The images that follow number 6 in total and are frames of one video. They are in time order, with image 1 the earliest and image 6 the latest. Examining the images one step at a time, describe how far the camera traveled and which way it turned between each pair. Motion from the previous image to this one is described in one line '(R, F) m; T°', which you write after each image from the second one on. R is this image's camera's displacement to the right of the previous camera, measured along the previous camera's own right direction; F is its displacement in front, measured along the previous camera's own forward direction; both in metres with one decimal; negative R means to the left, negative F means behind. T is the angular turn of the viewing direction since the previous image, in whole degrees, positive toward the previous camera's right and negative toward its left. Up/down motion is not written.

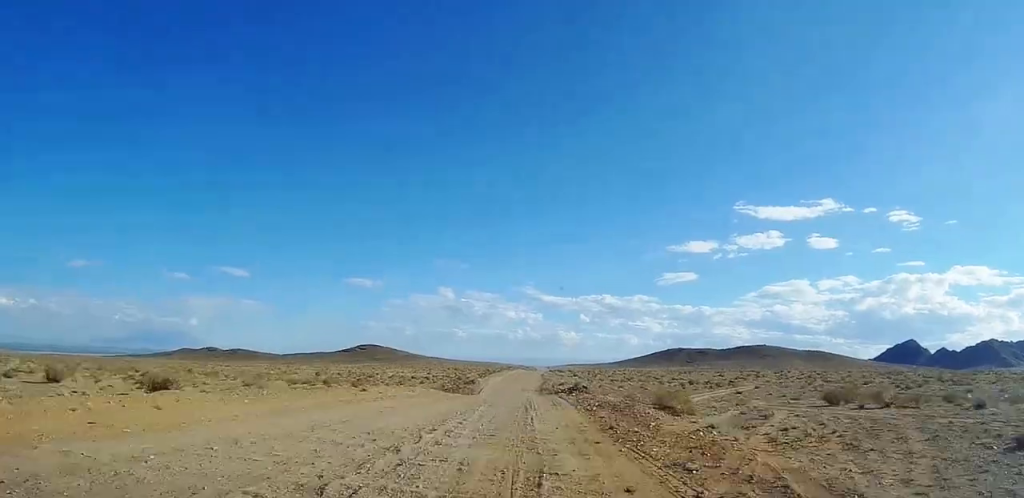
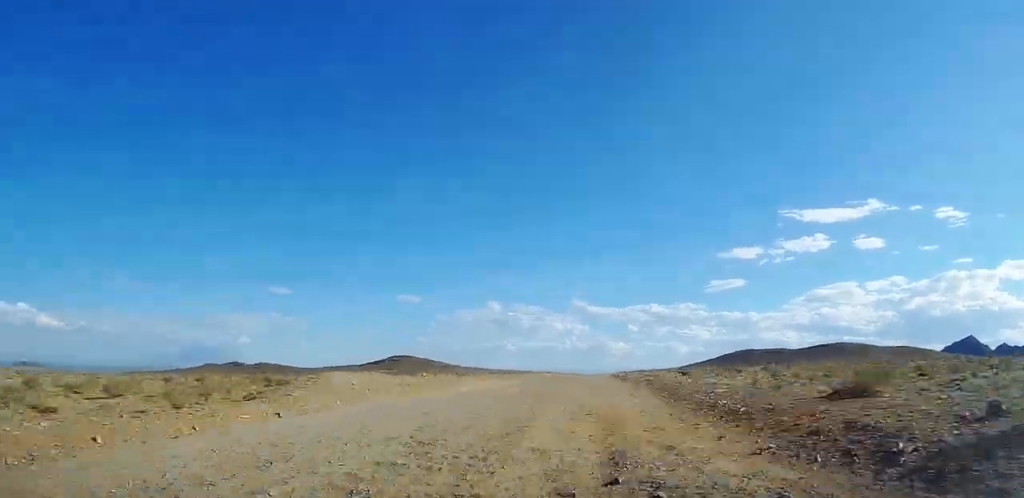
(-1.0, +71.3) m; 0°
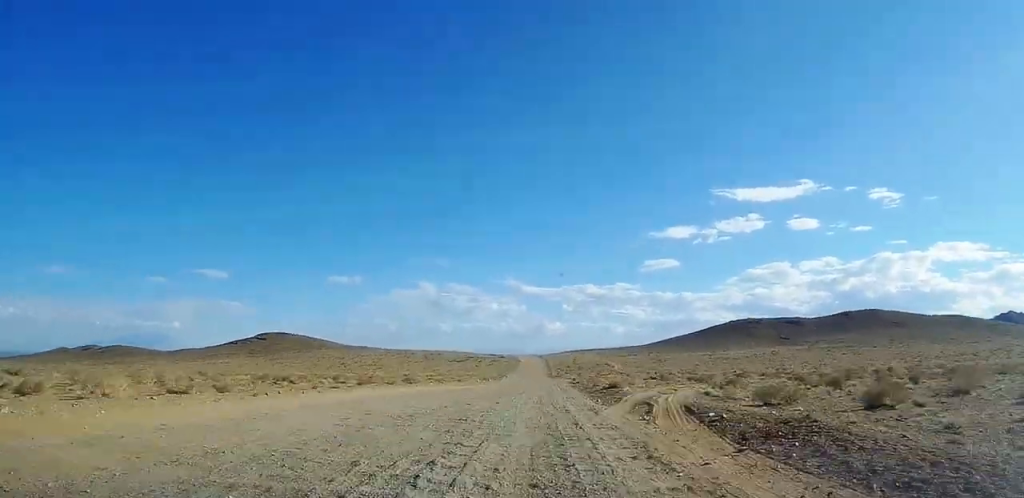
(+3.5, +175.7) m; +1°
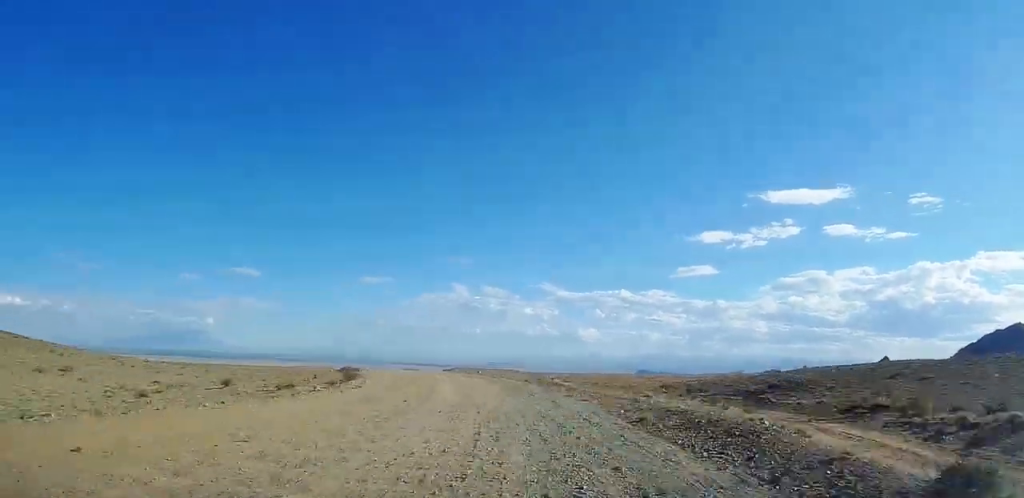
(-25.8, +426.5) m; -8°
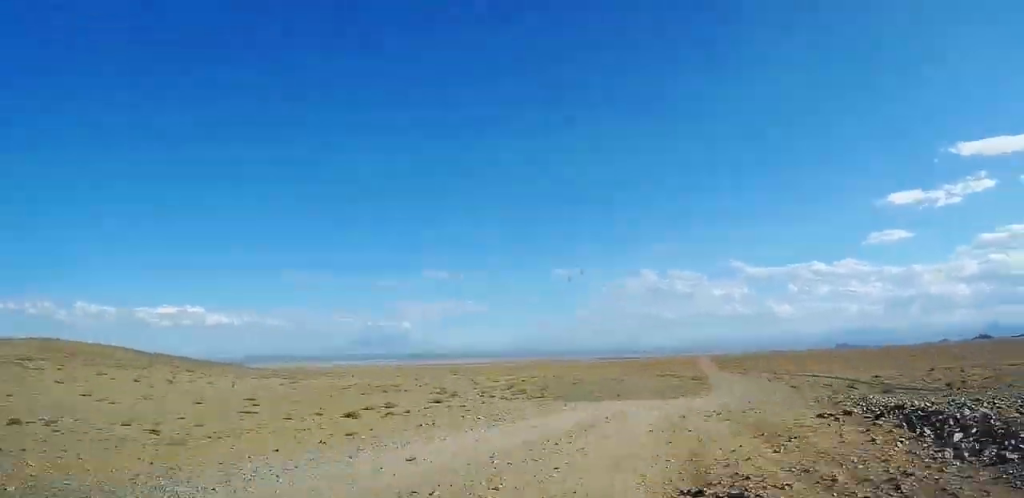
(-3.2, +44.7) m; +1°
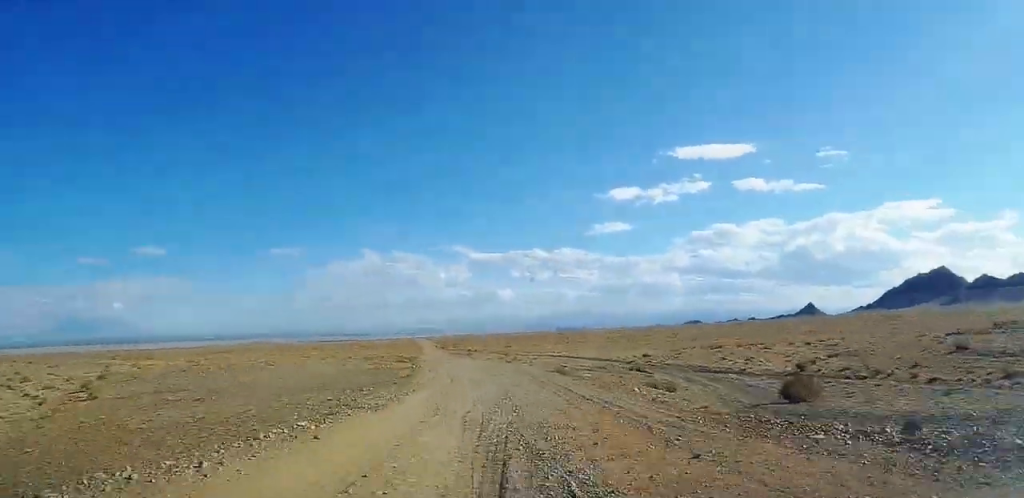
(+3.1, +68.9) m; +1°
